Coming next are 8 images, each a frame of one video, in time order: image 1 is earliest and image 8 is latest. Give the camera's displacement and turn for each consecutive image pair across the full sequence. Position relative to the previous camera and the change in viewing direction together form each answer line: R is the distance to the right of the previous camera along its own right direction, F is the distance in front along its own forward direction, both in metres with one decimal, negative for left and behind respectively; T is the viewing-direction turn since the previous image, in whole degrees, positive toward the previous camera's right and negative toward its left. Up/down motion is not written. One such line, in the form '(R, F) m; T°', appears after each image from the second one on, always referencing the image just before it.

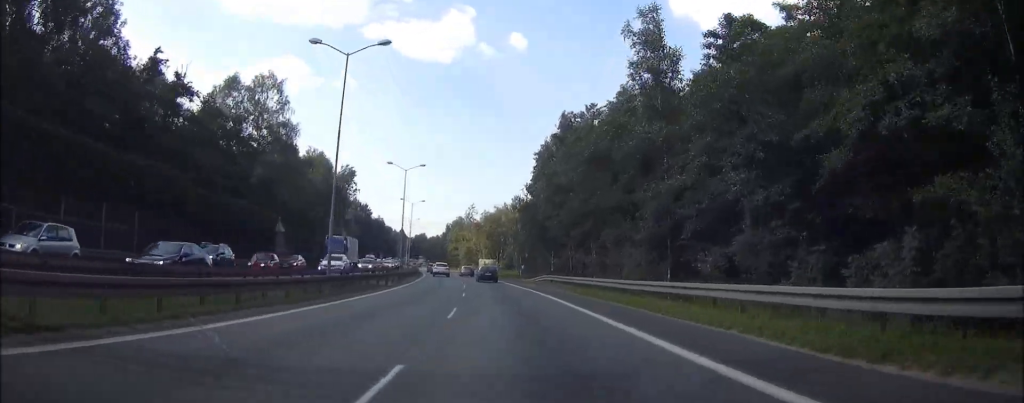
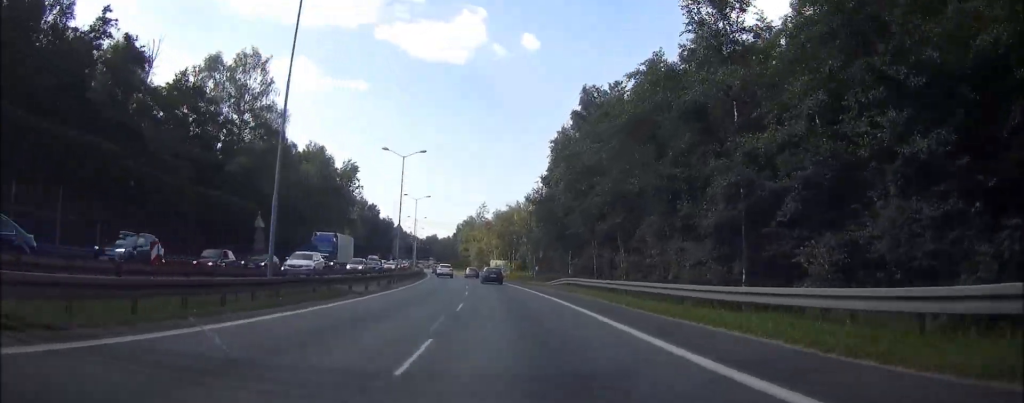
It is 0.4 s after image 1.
(0.0, +8.8) m; -1°
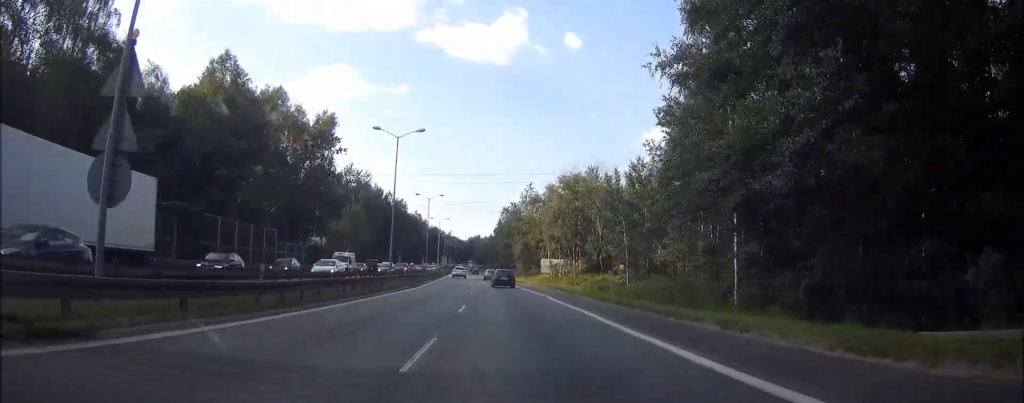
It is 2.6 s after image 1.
(-1.7, +48.1) m; -3°
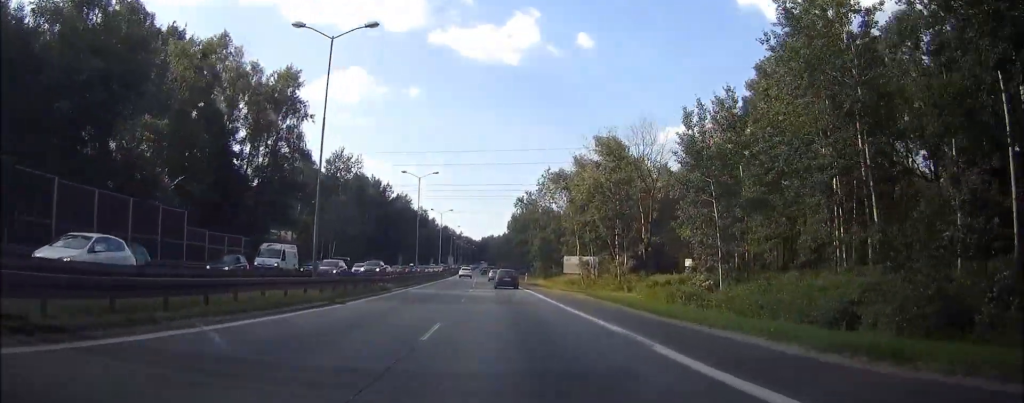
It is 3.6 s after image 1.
(-0.2, +22.3) m; -1°
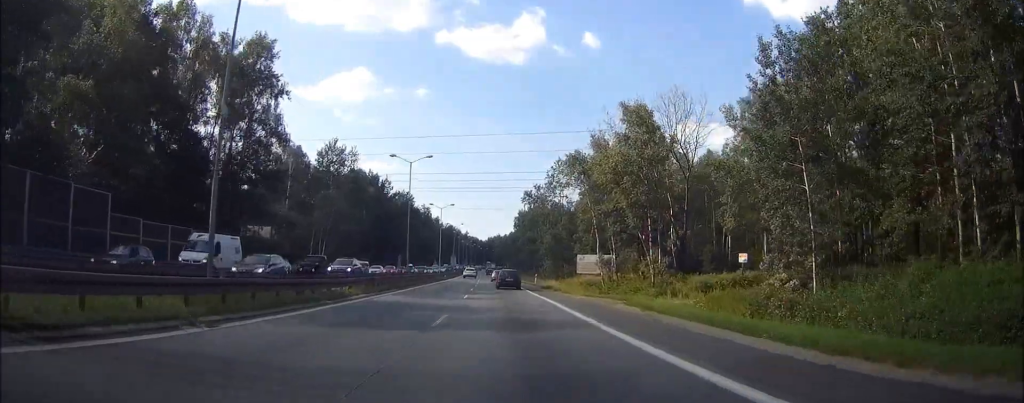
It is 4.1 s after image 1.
(0.0, +10.6) m; -1°
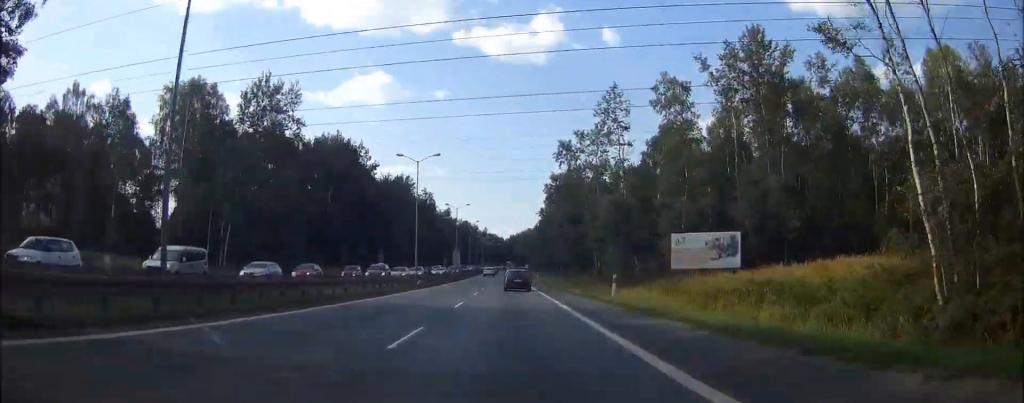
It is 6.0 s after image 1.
(-0.9, +45.3) m; -2°
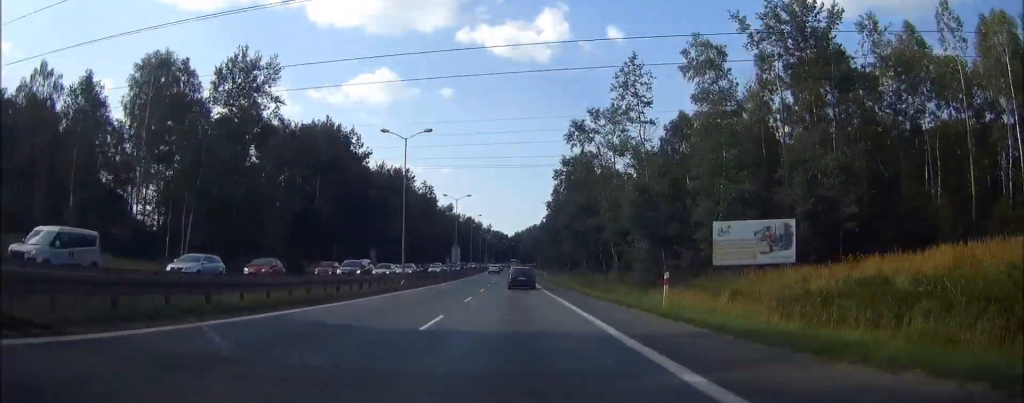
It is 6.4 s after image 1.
(0.0, +9.3) m; 0°
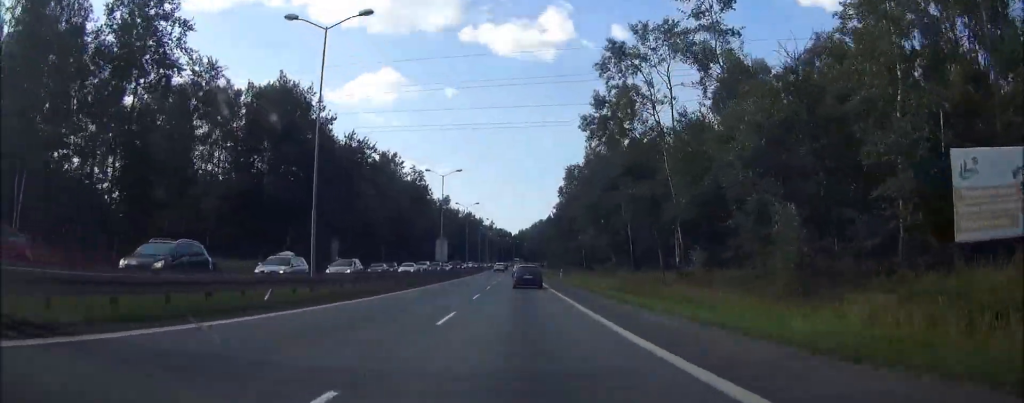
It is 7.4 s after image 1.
(-0.1, +23.4) m; 0°
